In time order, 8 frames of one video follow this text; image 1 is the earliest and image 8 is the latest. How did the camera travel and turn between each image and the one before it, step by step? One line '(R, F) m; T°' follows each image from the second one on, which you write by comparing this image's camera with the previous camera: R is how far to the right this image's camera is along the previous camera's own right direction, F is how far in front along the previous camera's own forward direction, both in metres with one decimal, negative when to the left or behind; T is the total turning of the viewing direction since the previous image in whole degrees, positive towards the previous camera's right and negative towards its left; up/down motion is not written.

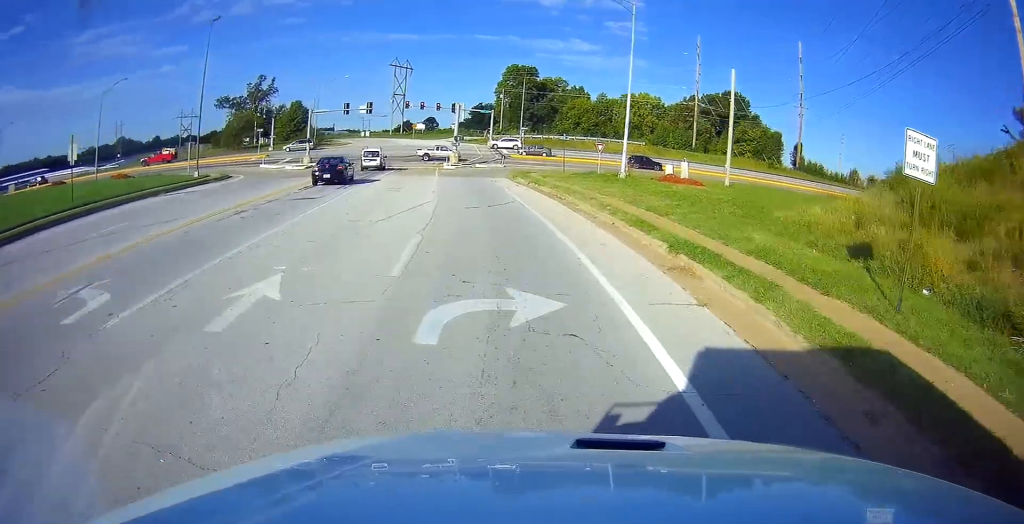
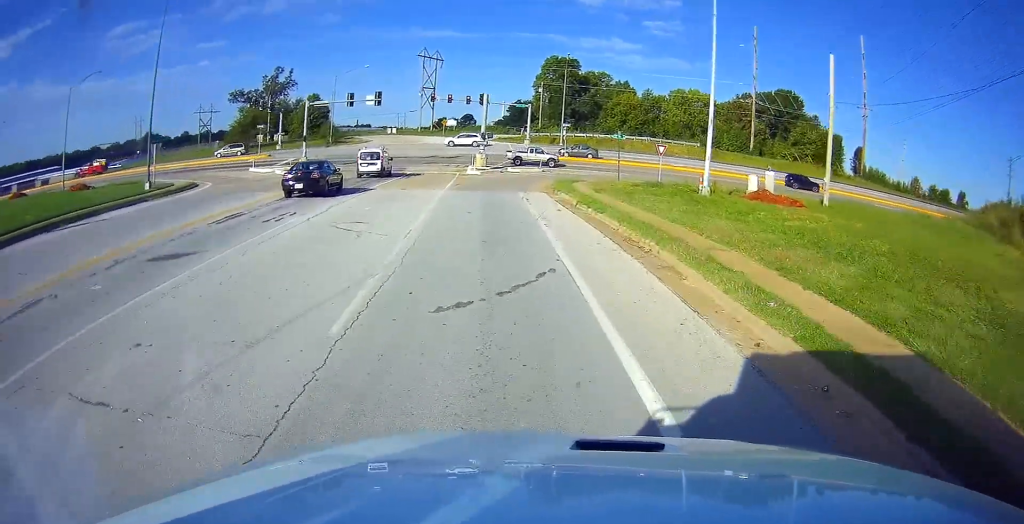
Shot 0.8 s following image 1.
(-0.5, +11.5) m; -4°
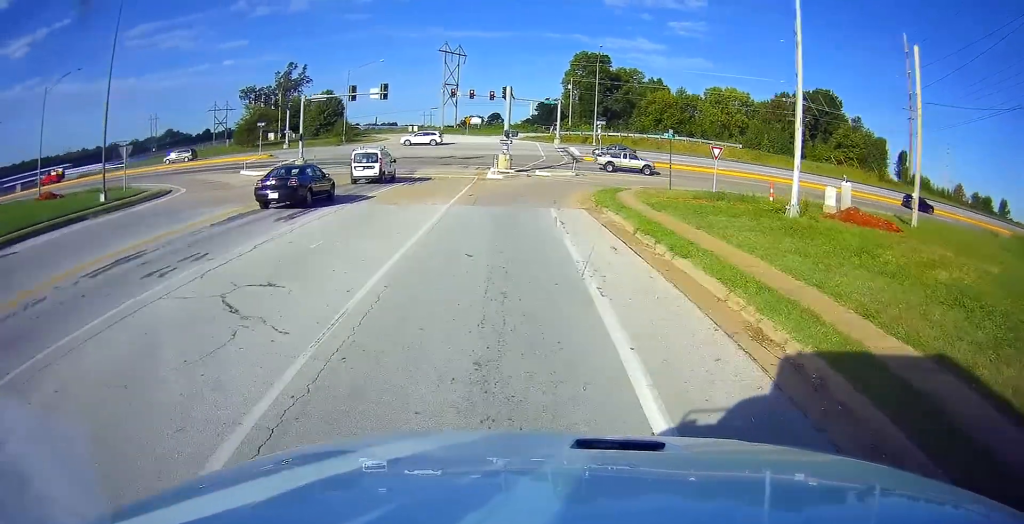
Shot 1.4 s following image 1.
(-0.2, +7.3) m; -2°
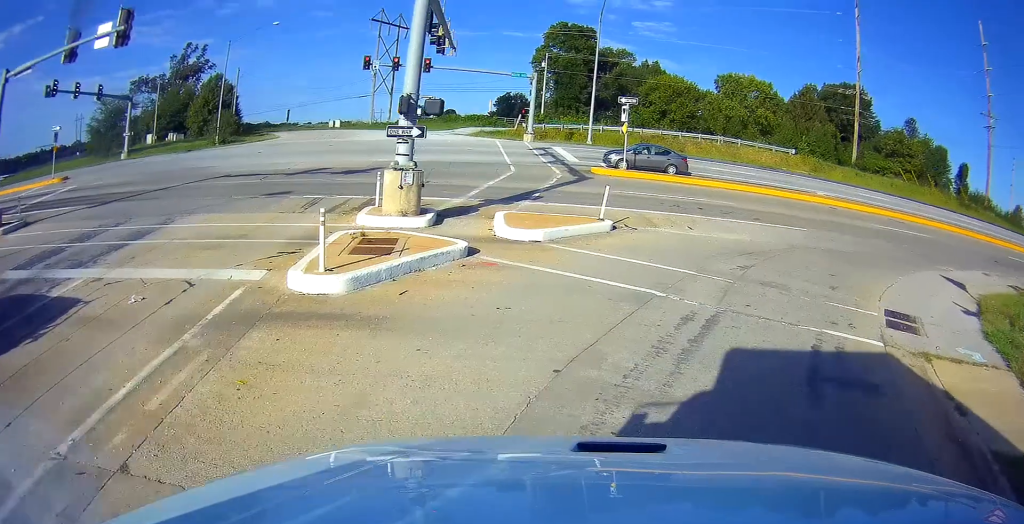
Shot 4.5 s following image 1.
(-0.4, +30.7) m; +5°
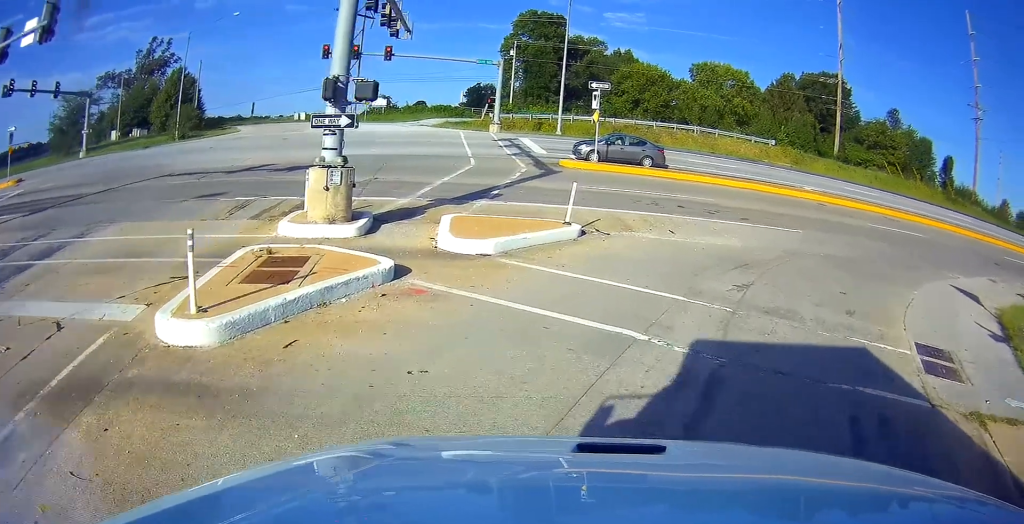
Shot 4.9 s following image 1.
(+0.1, +2.9) m; +1°
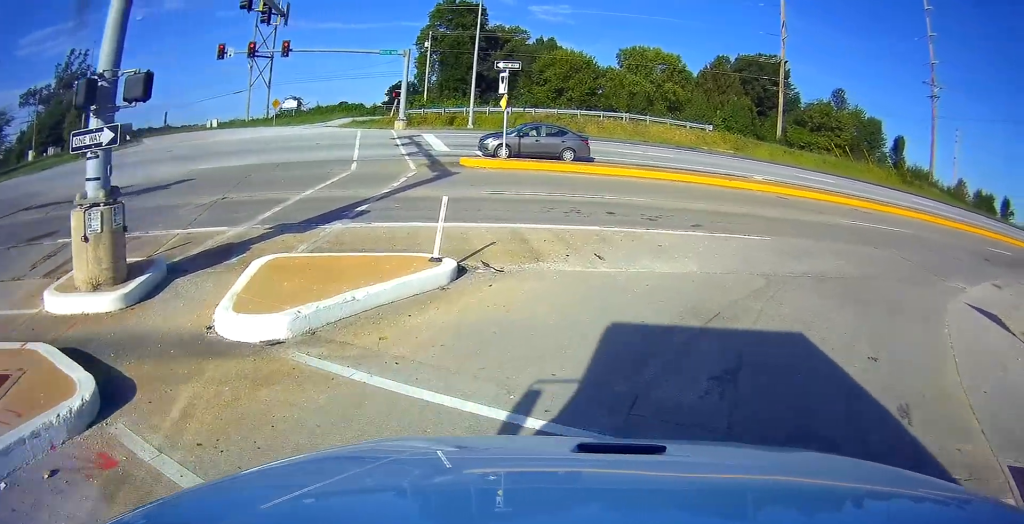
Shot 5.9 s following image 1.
(-0.1, +6.6) m; +1°
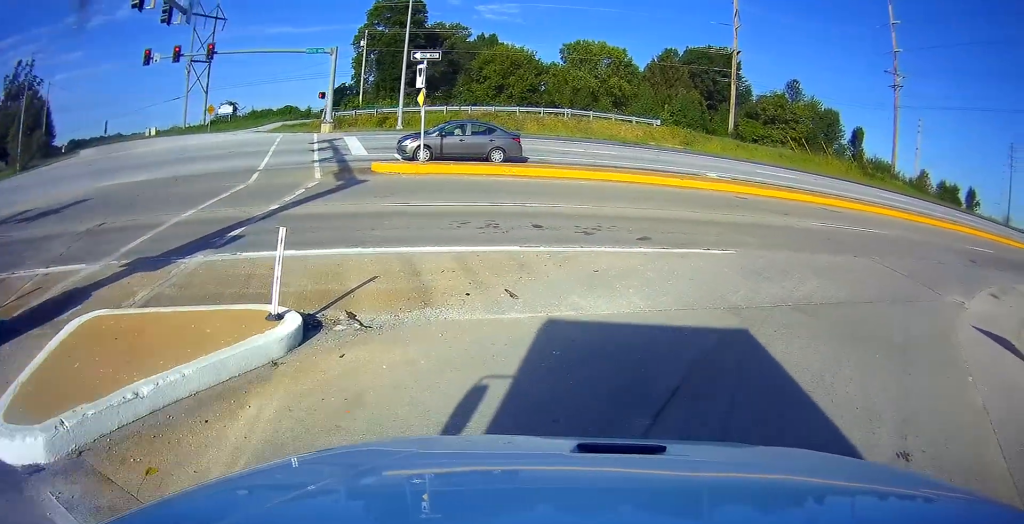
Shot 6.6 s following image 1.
(+0.1, +4.6) m; +4°
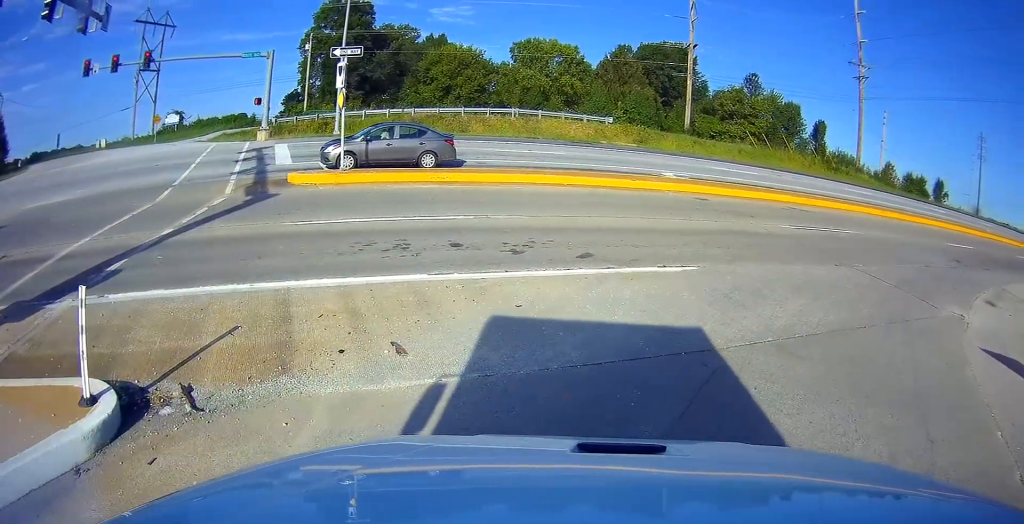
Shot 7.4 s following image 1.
(+0.1, +3.9) m; +8°
